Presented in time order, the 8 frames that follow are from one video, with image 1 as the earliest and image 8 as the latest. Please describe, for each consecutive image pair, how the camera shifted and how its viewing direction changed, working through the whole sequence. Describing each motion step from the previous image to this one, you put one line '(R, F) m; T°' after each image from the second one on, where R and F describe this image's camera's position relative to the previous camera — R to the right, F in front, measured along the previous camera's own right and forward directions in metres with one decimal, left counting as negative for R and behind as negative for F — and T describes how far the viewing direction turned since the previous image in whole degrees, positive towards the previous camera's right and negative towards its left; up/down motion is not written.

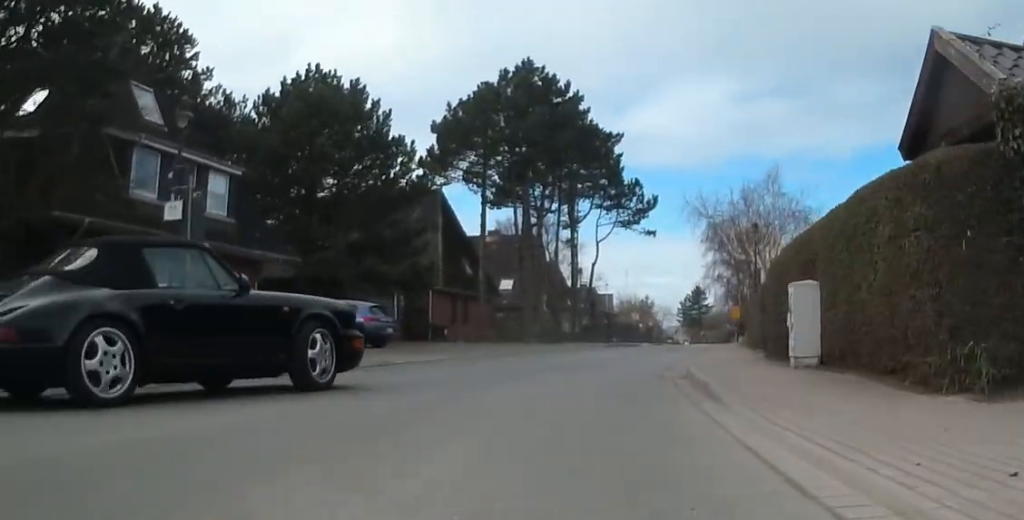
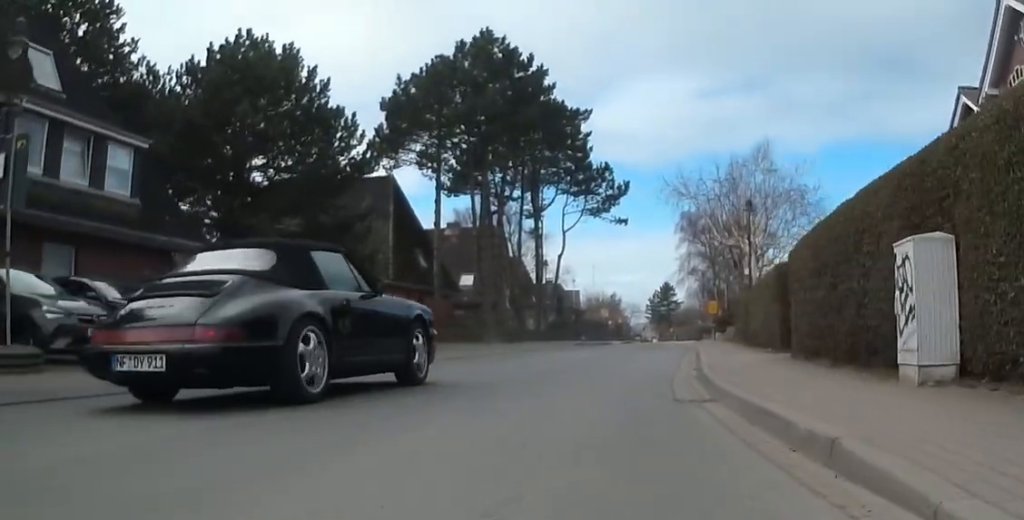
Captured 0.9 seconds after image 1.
(0.0, +5.1) m; 0°
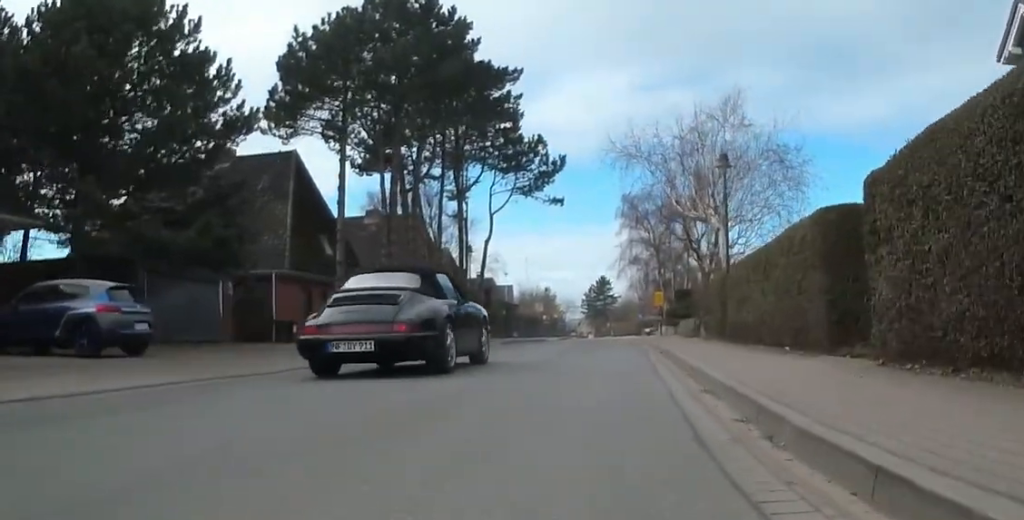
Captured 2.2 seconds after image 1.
(0.0, +6.9) m; +4°
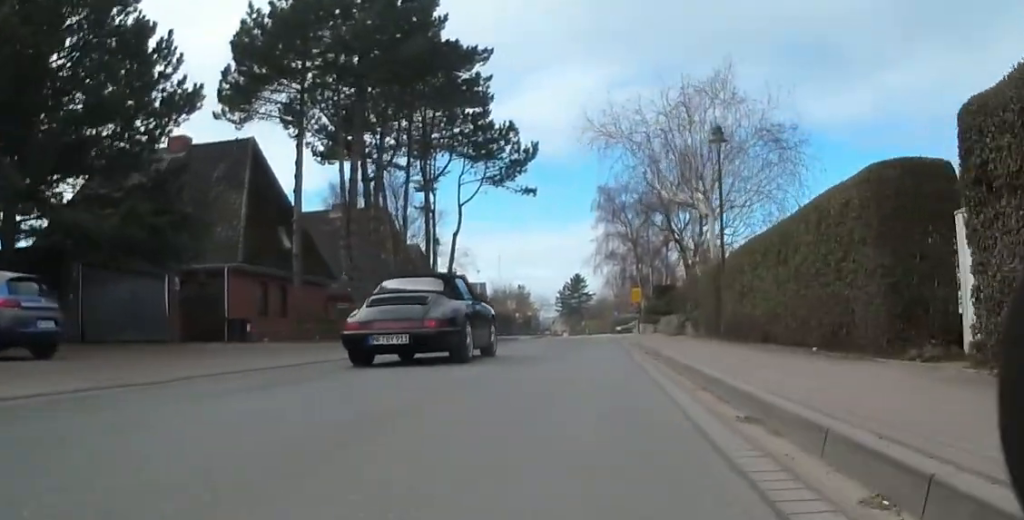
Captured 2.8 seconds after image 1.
(-0.1, +2.7) m; +5°
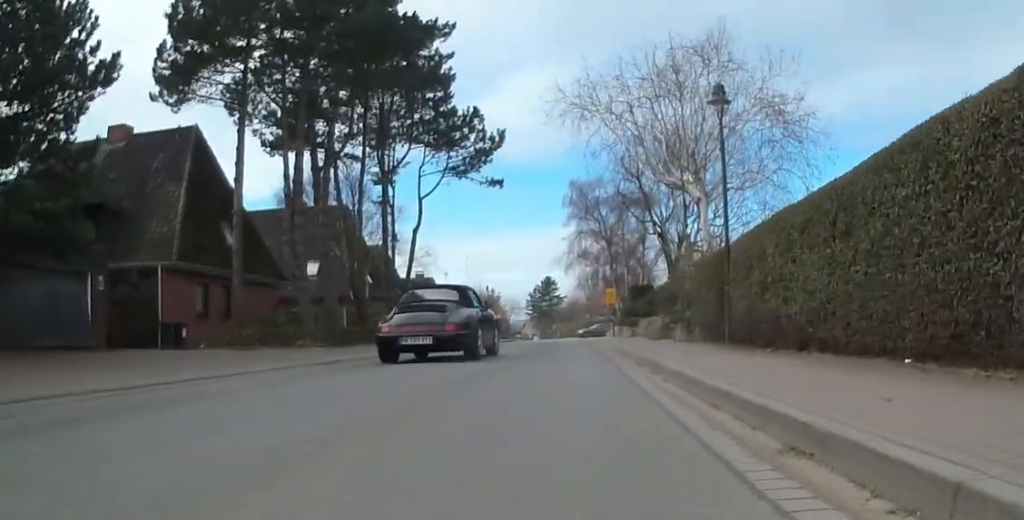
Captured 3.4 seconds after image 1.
(+0.1, +3.6) m; +4°
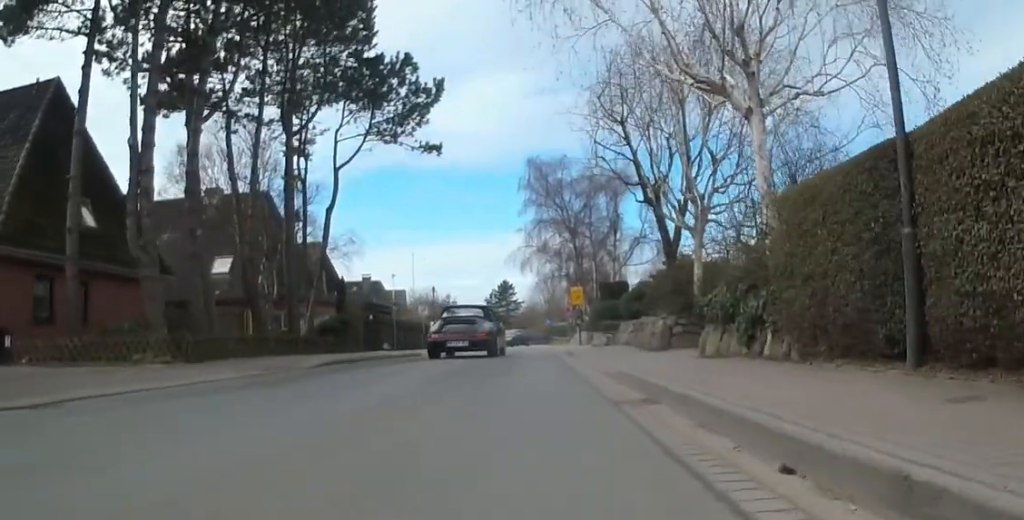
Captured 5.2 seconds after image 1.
(0.0, +9.4) m; -9°
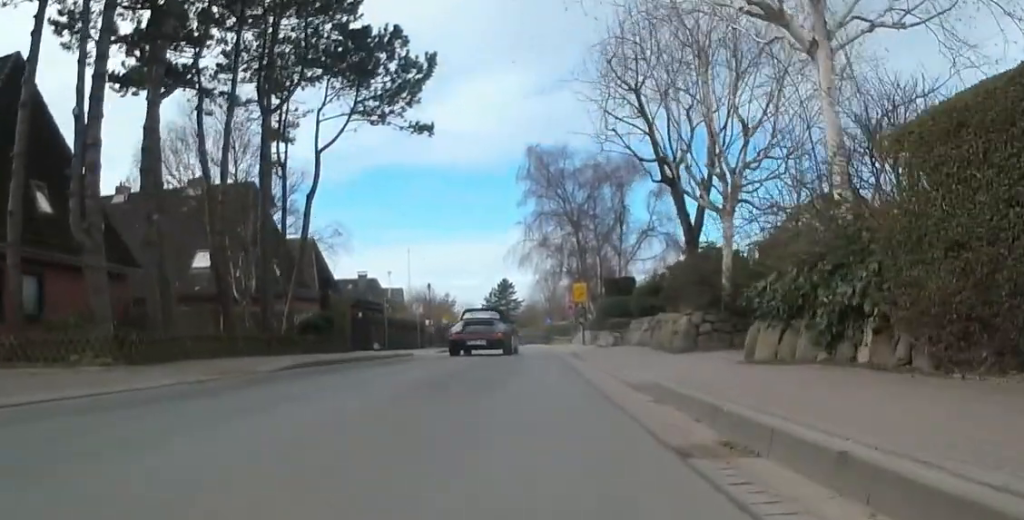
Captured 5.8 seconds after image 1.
(-0.2, +3.0) m; -4°
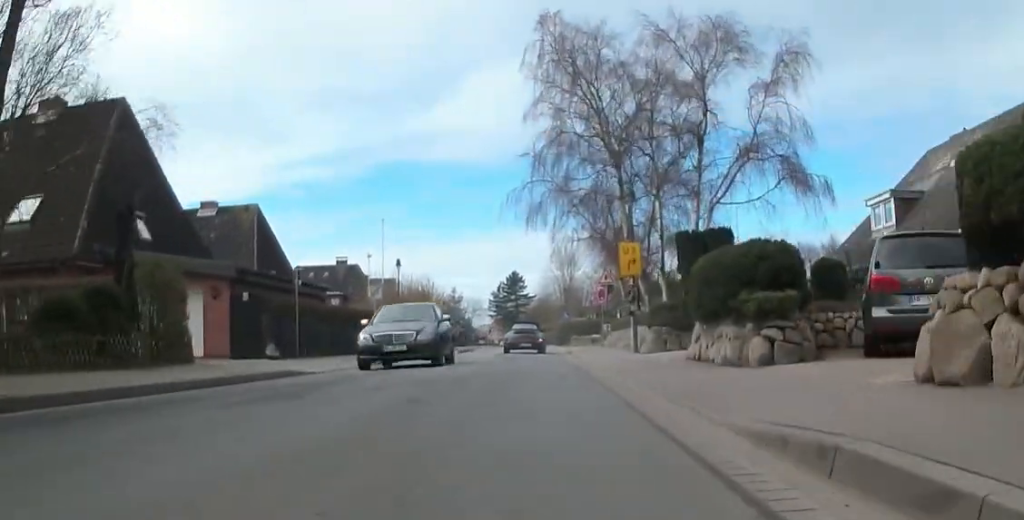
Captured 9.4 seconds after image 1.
(+0.1, +19.5) m; +12°
